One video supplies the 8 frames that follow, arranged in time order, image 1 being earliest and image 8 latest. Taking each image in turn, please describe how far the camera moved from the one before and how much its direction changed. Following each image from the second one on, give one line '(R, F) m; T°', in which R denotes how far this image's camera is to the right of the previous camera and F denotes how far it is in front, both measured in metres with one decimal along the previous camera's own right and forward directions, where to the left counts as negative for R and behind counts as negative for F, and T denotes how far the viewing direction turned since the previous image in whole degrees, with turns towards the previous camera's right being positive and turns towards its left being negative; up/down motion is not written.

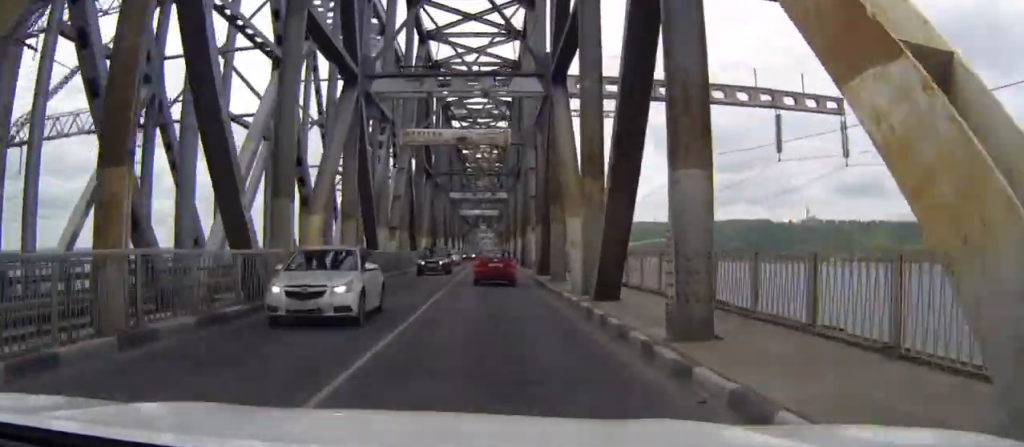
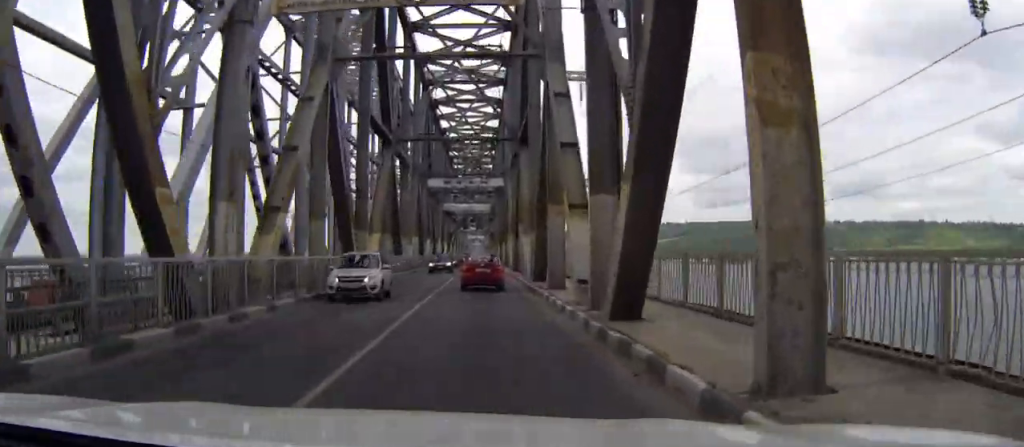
(-0.2, +23.7) m; -1°
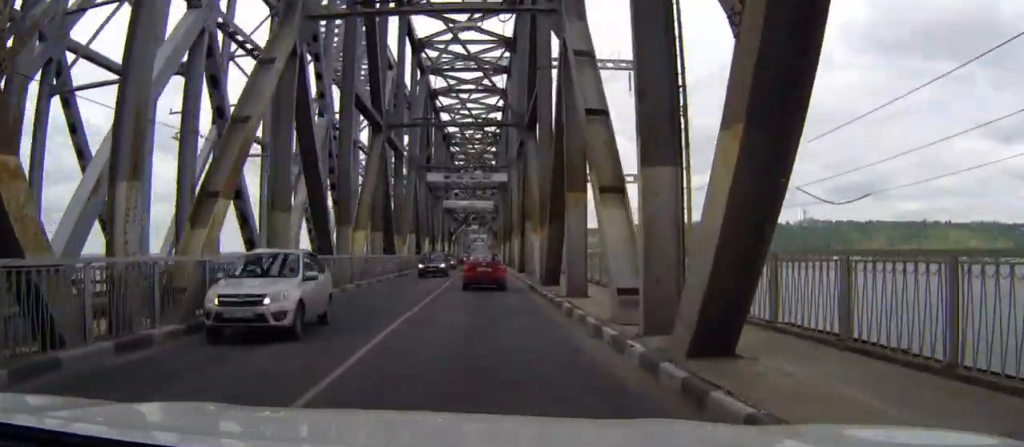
(-0.1, +5.1) m; 0°
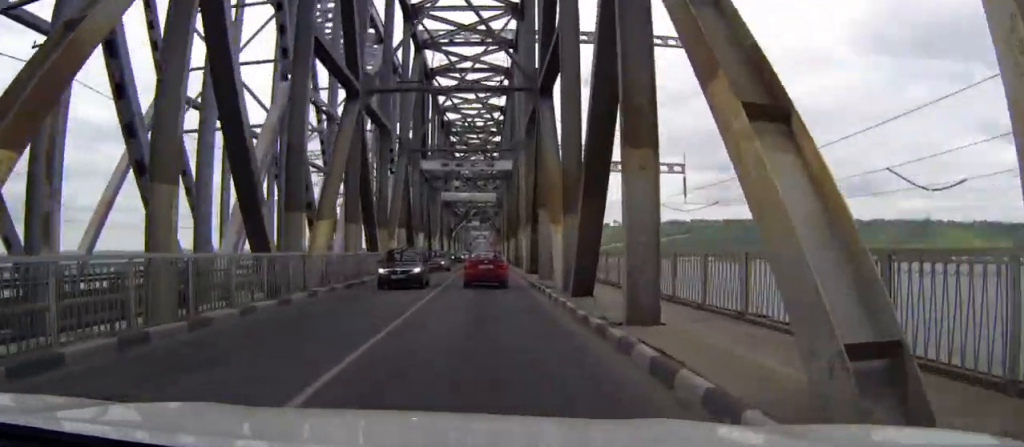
(0.0, +8.5) m; 0°
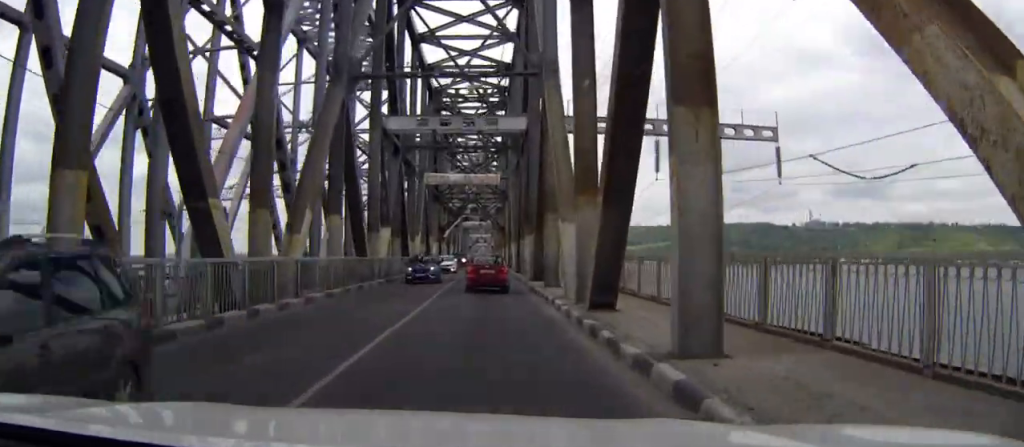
(+0.1, +23.6) m; 0°
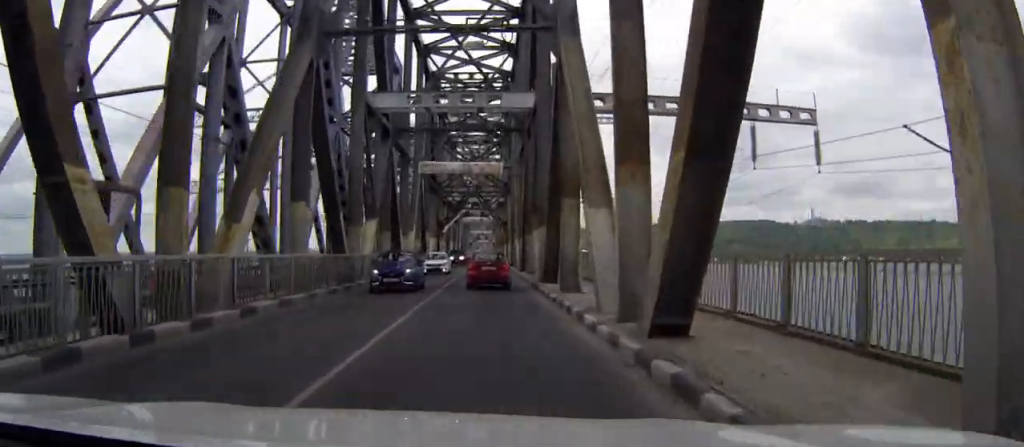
(0.0, +5.9) m; 0°
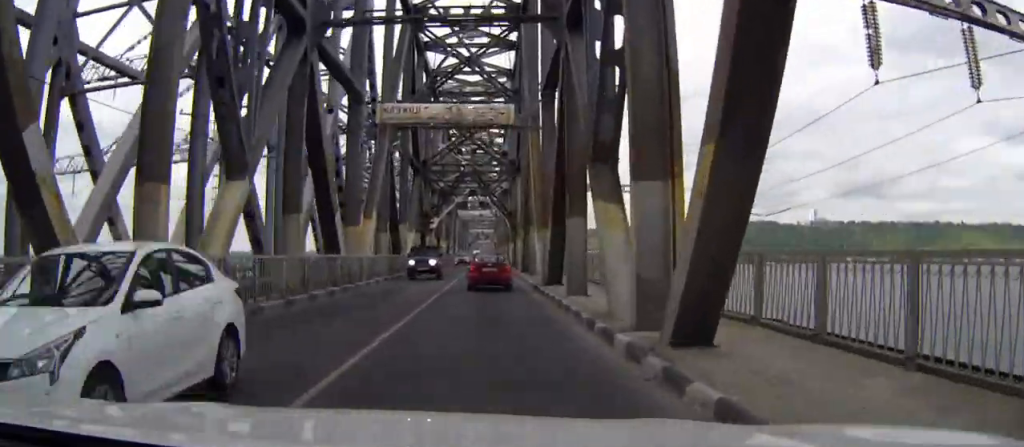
(+0.1, +21.0) m; 0°
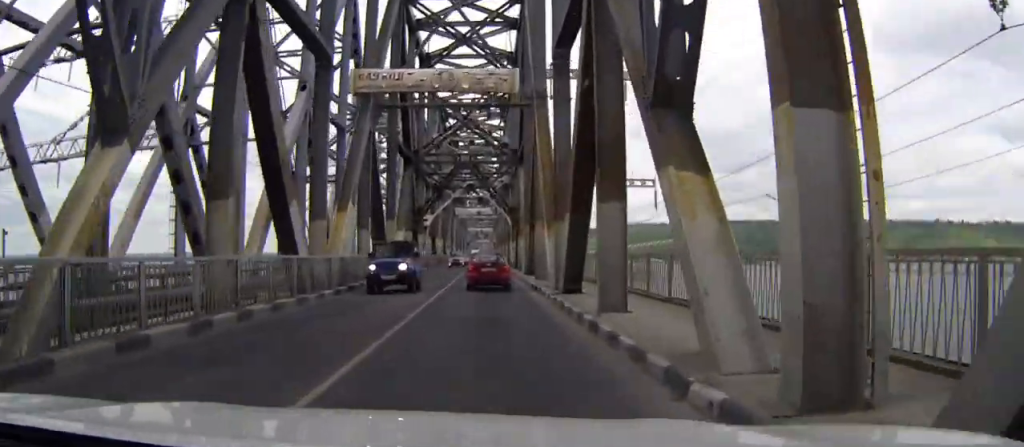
(0.0, +6.3) m; 0°
